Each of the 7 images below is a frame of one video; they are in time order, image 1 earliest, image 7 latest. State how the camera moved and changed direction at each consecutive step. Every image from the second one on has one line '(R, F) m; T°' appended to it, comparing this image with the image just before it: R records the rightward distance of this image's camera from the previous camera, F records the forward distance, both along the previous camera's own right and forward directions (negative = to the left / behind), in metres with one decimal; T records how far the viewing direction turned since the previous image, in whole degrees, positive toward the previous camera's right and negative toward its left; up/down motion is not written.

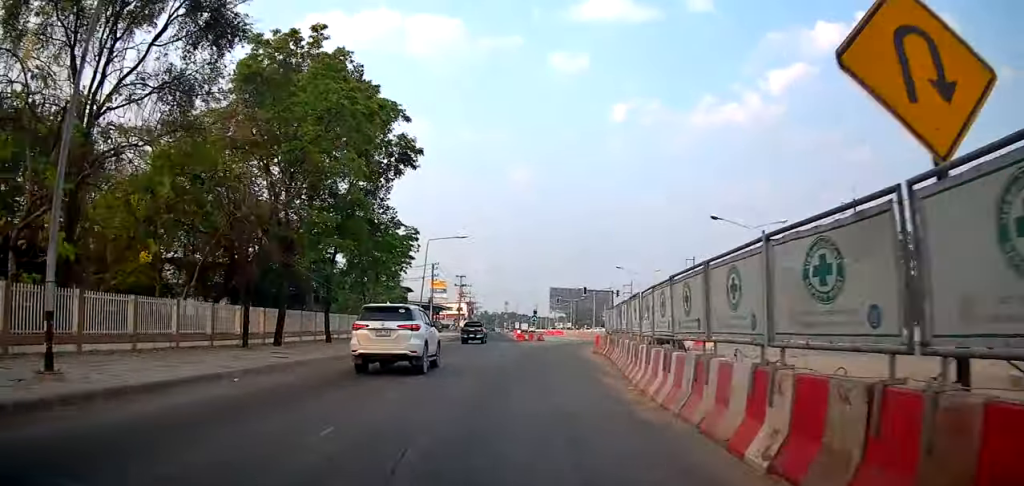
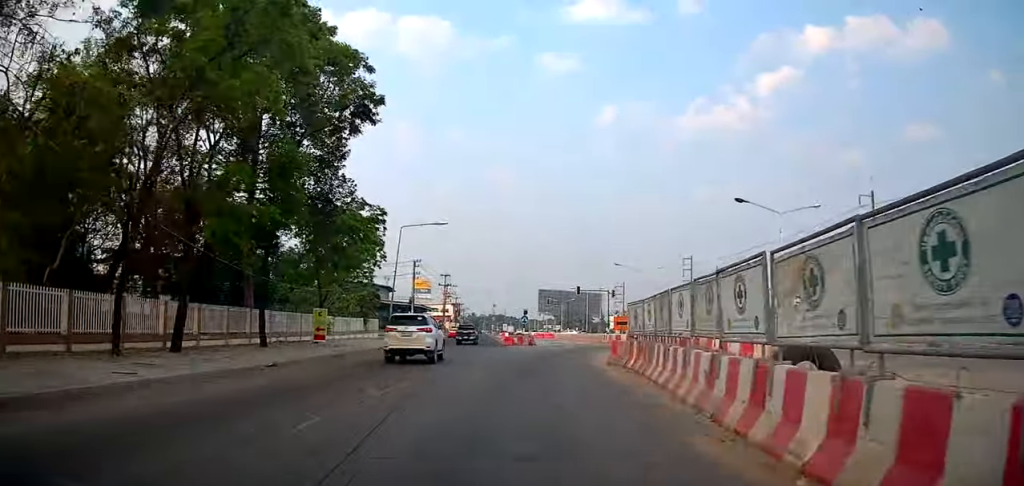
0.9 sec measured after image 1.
(+0.3, +7.2) m; +2°
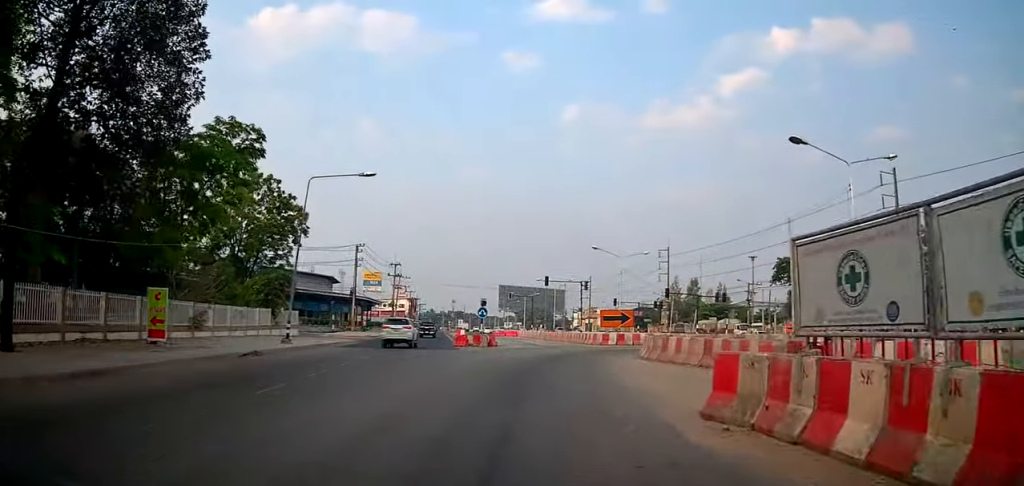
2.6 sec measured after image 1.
(+0.4, +12.7) m; +4°
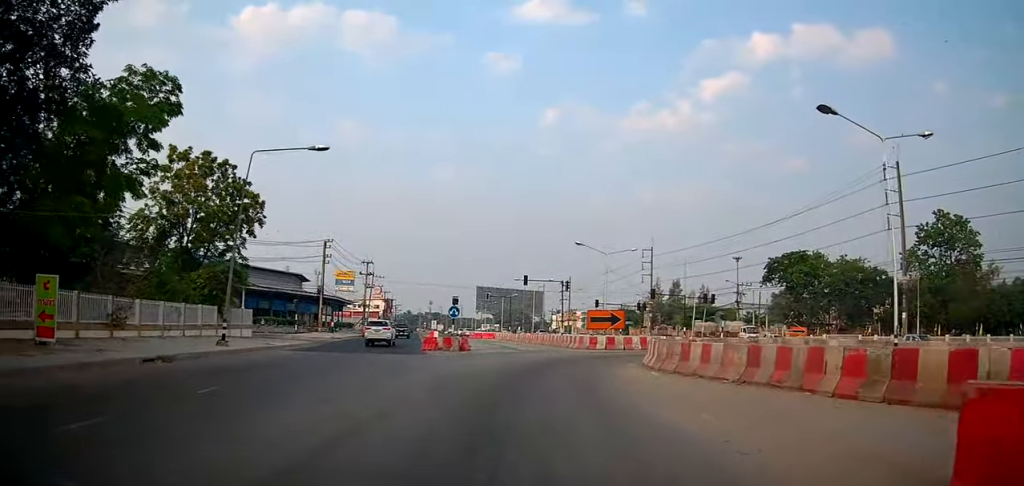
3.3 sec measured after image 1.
(-0.1, +4.6) m; +2°
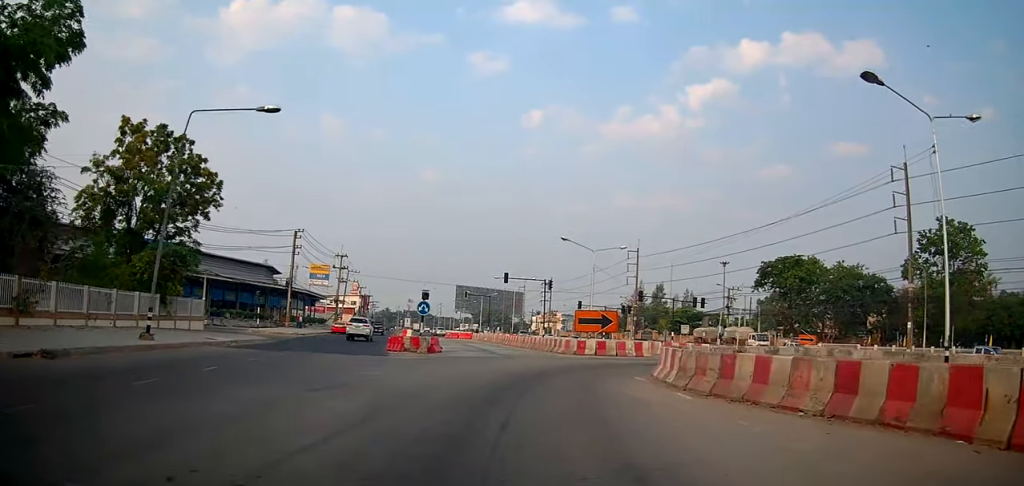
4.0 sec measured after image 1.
(+0.1, +4.2) m; +3°
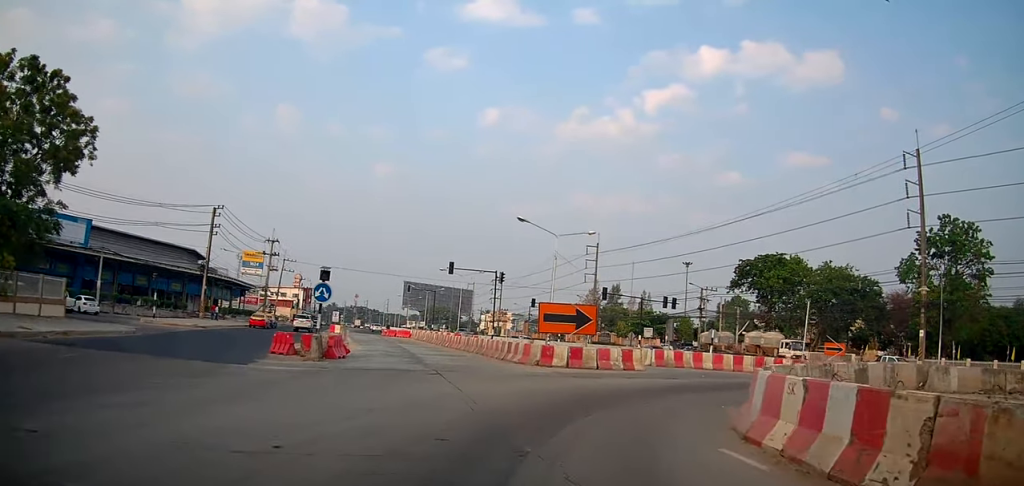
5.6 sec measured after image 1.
(+0.8, +9.4) m; +10°
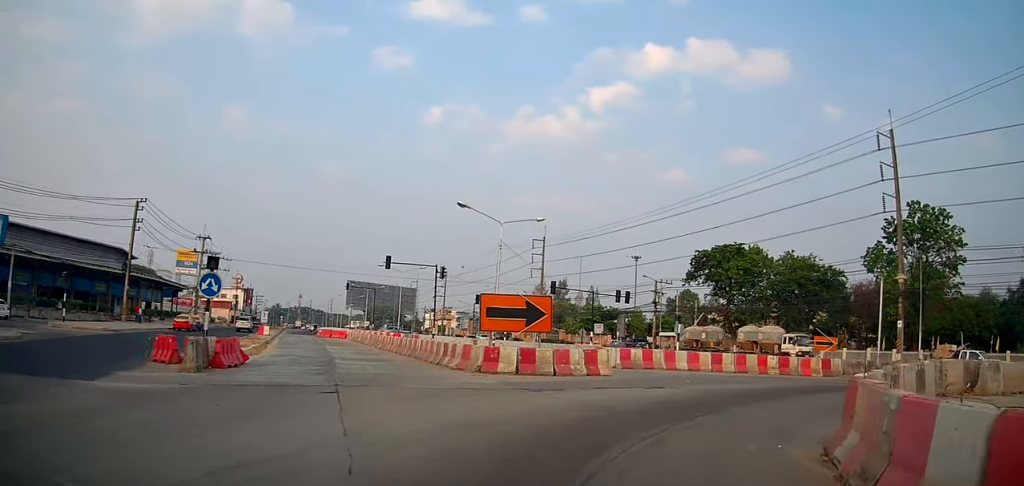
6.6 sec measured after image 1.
(+0.3, +4.6) m; +5°
